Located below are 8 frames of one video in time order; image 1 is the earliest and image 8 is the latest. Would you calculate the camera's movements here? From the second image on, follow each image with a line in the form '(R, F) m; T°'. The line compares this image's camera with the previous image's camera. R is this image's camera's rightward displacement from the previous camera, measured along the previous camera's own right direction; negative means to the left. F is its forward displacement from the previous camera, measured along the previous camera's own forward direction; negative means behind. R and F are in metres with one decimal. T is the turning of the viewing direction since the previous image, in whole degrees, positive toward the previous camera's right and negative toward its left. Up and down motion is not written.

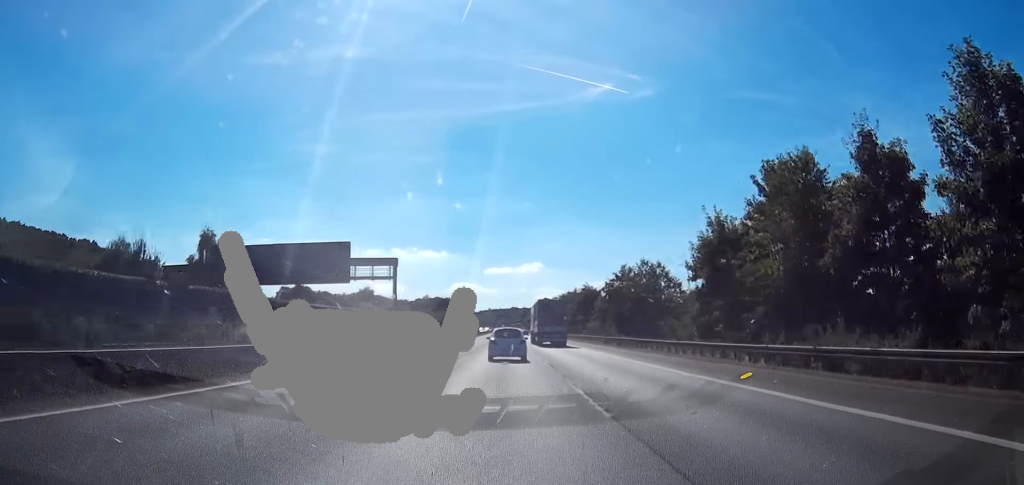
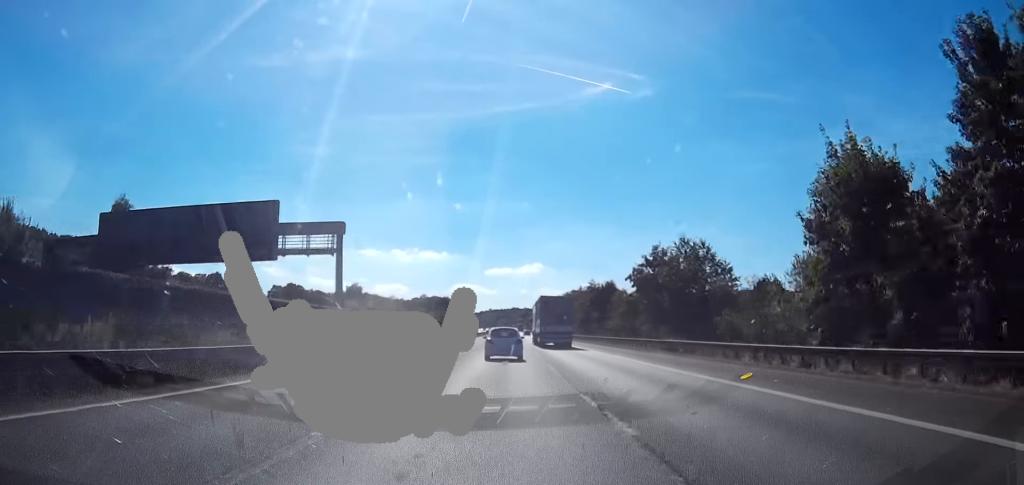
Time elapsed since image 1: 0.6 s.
(0.0, +20.1) m; 0°
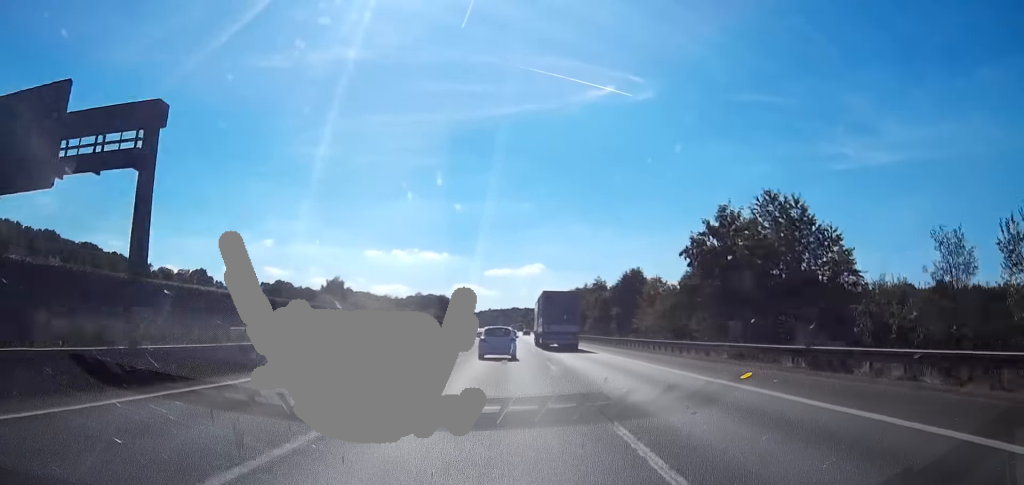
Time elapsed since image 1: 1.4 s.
(0.0, +23.2) m; 0°
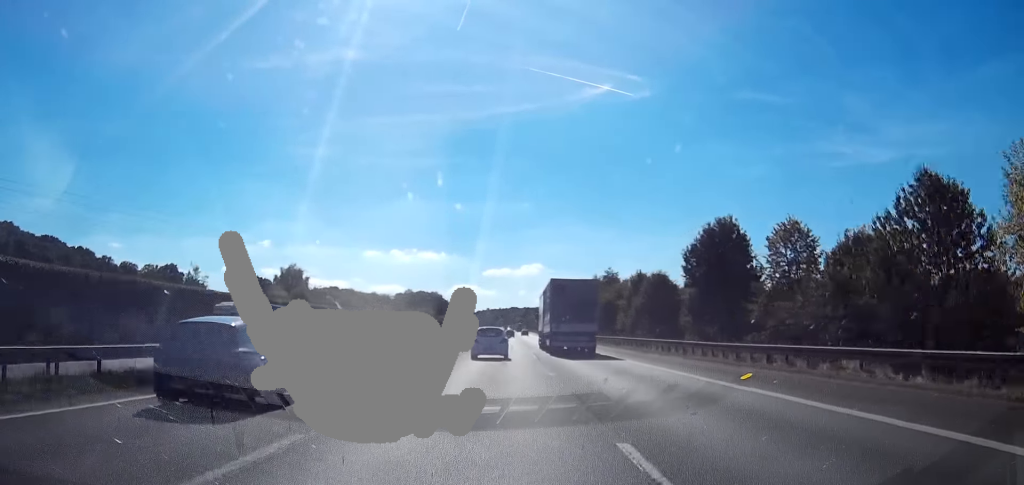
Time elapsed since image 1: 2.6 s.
(+0.1, +37.6) m; 0°
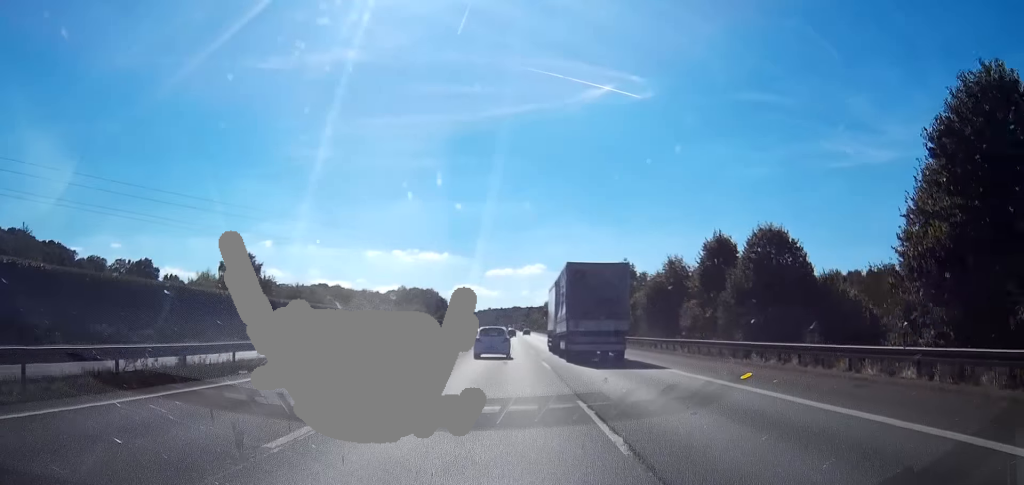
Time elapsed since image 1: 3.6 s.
(0.0, +31.1) m; 0°
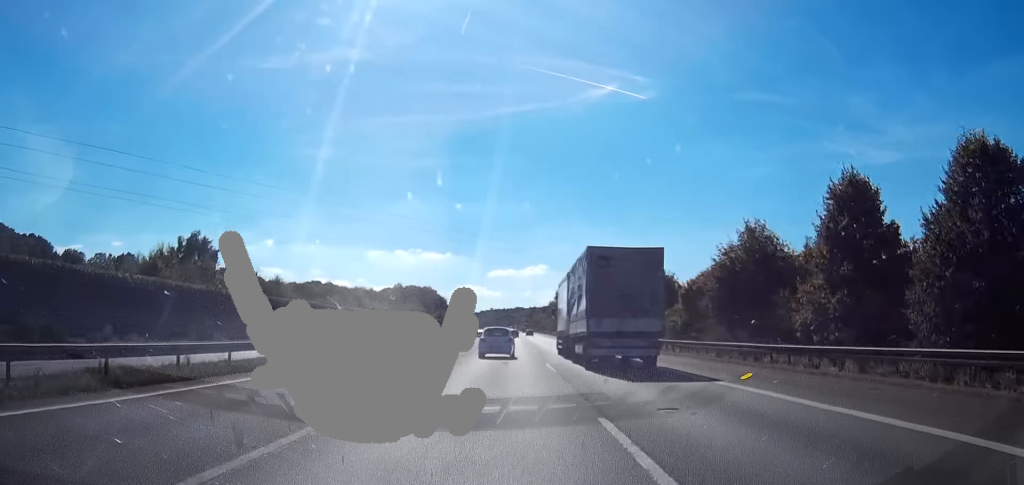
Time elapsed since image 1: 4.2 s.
(0.0, +20.6) m; 0°
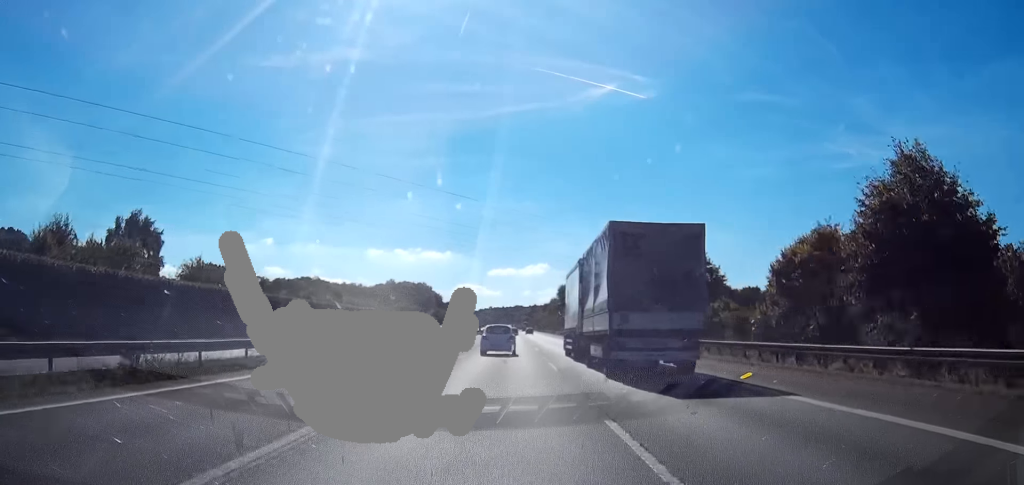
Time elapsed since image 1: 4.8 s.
(0.0, +18.5) m; 0°
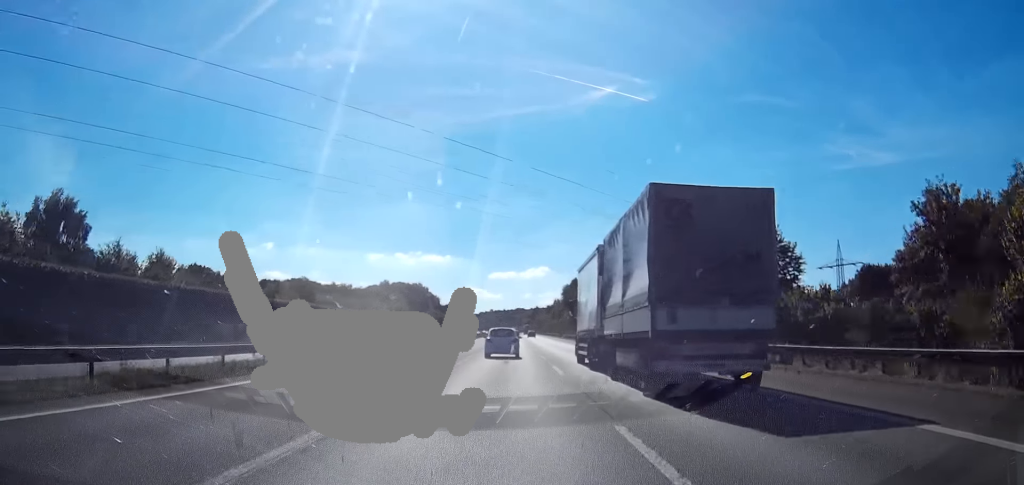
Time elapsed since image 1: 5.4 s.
(0.0, +18.5) m; 0°
